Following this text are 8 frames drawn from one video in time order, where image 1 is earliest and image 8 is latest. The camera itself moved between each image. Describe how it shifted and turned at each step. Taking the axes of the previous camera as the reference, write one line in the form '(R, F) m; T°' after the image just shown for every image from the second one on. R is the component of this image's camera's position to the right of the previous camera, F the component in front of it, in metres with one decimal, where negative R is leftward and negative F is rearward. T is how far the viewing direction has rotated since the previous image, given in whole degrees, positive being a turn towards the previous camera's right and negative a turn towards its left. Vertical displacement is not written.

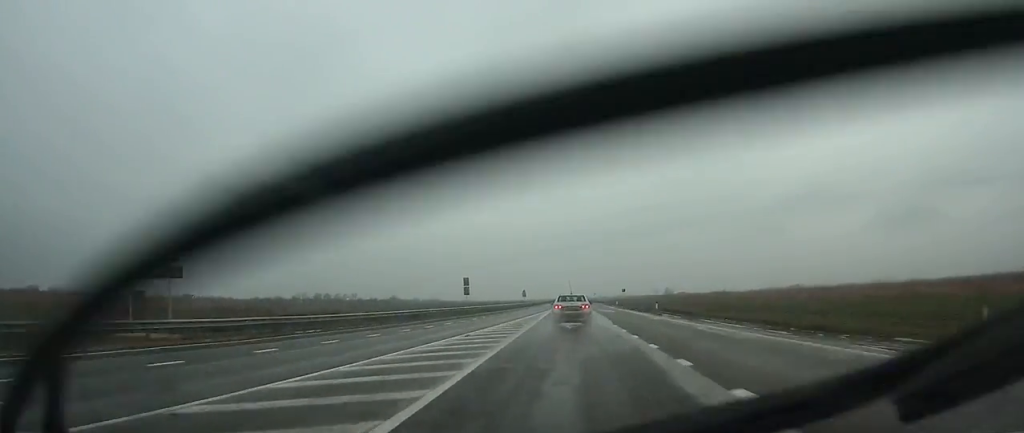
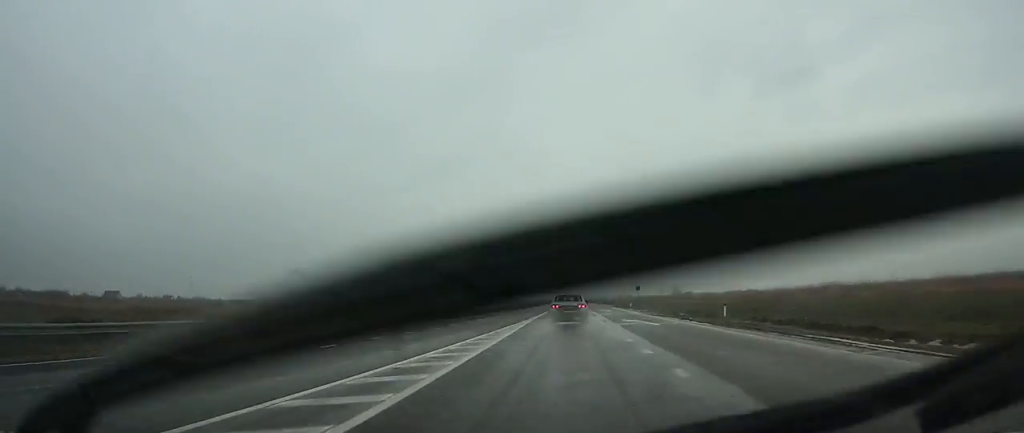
(0.0, +29.8) m; 0°
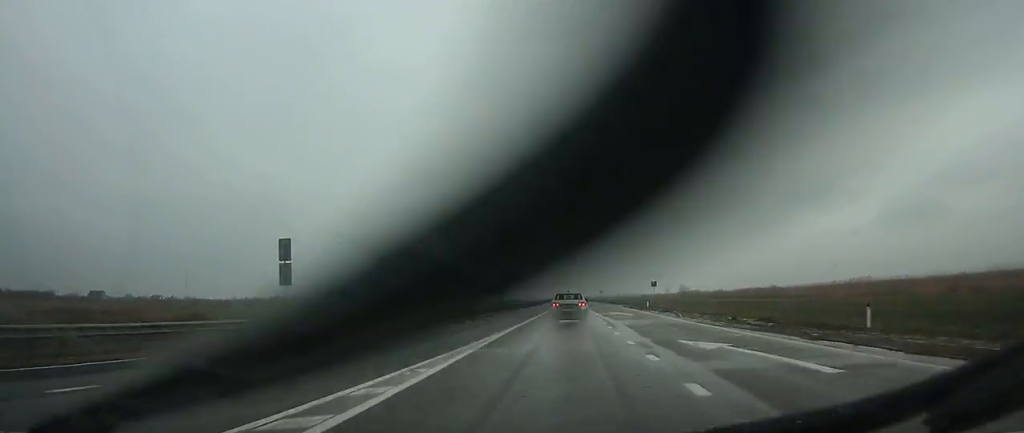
(0.0, +17.9) m; 0°
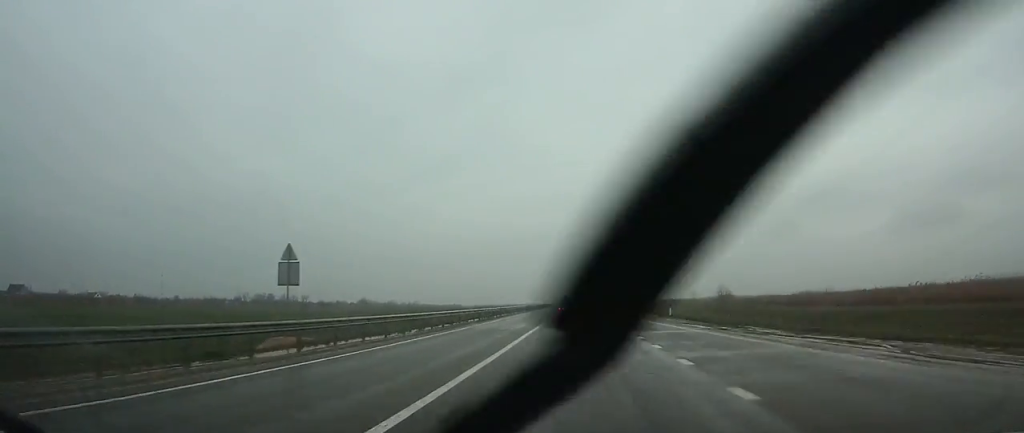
(-0.1, +76.3) m; 0°
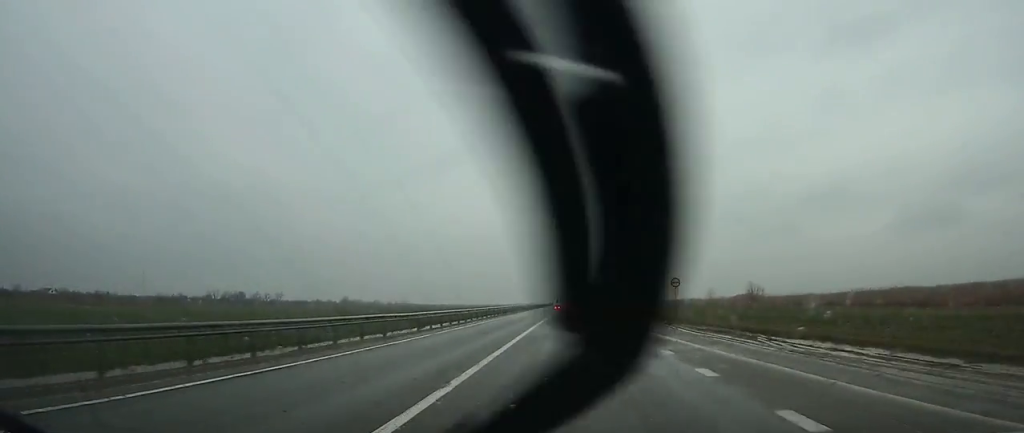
(+0.2, +41.9) m; 0°
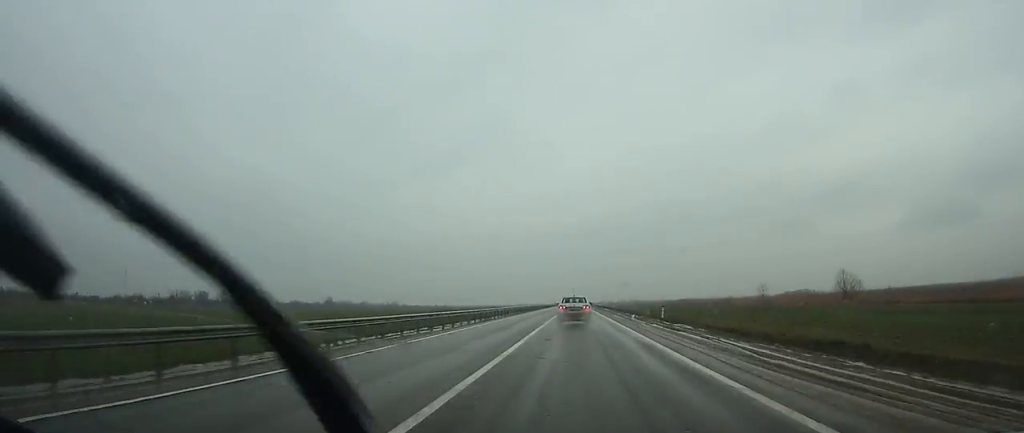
(0.0, +58.2) m; 0°
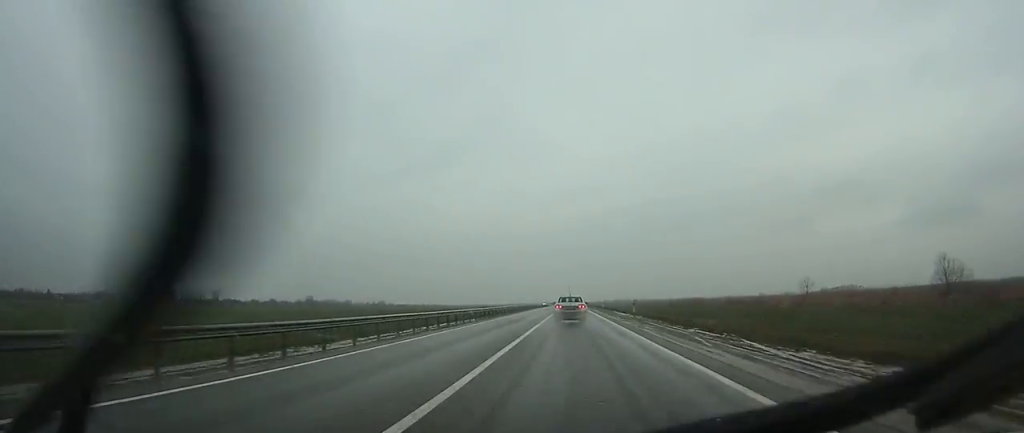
(0.0, +35.8) m; 0°
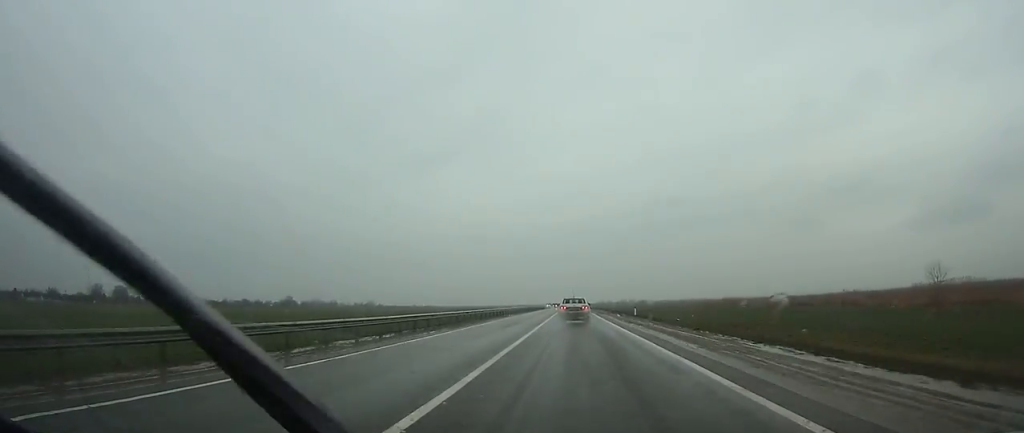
(0.0, +50.6) m; 0°
